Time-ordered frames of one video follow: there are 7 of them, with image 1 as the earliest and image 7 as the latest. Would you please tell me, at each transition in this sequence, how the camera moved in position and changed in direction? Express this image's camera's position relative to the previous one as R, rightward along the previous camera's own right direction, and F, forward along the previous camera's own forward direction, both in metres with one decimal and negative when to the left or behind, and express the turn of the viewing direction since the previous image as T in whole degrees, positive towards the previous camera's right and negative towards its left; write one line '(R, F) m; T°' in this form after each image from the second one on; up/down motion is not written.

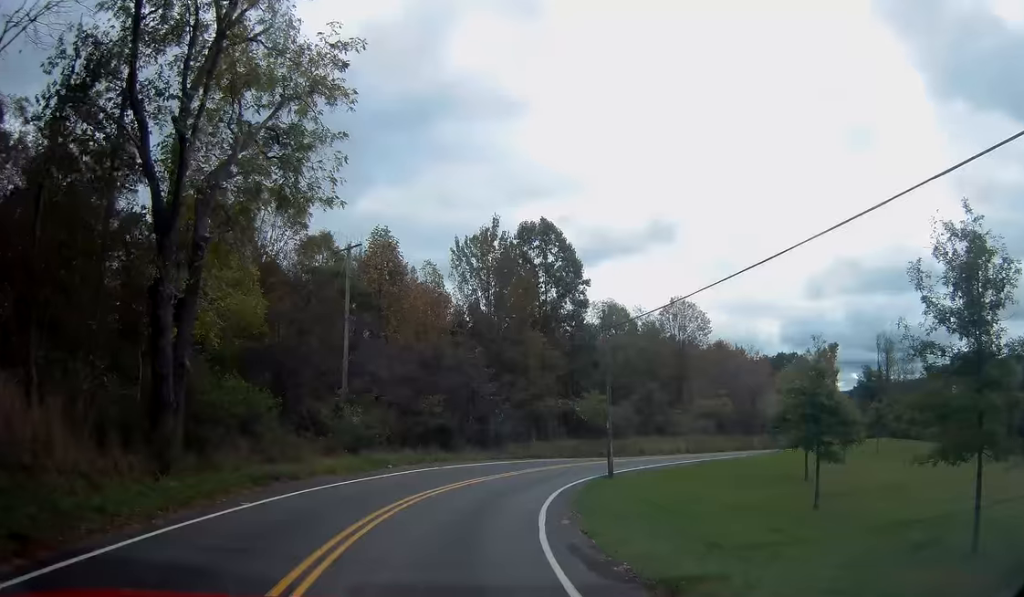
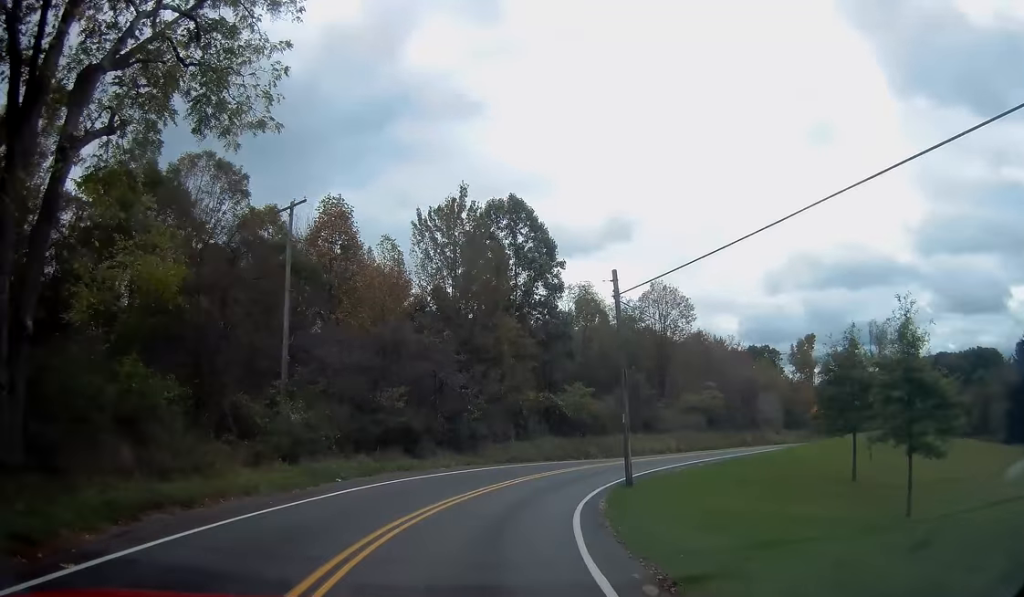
(0.0, +7.7) m; +2°
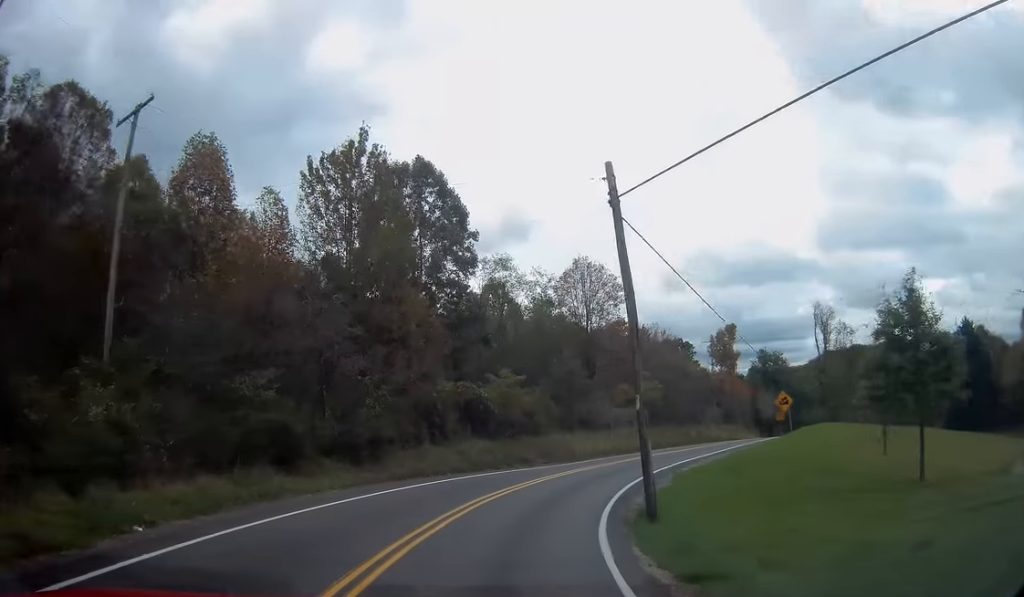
(+0.6, +10.5) m; +9°
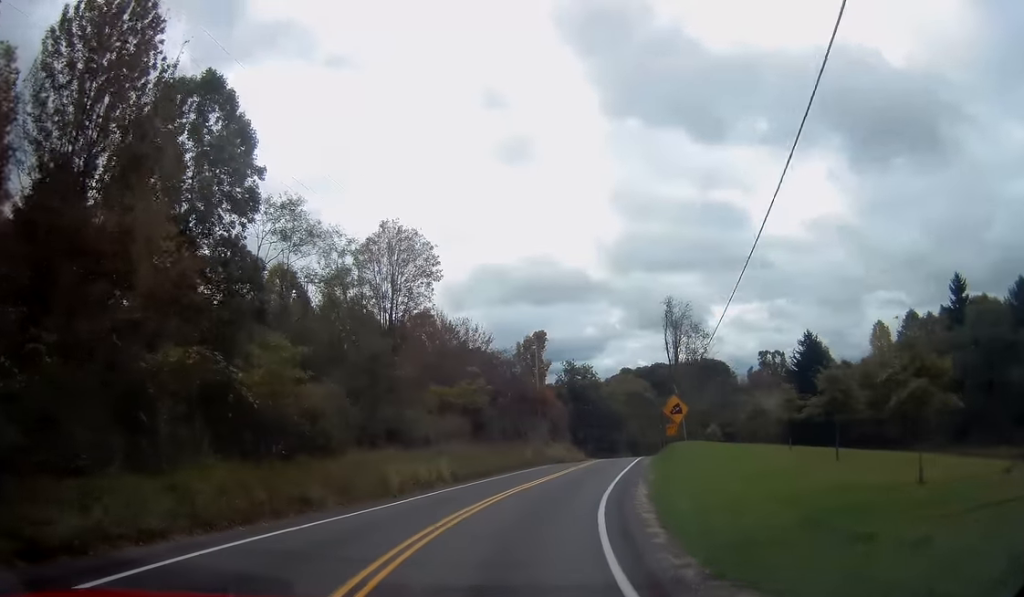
(+2.5, +15.1) m; +22°
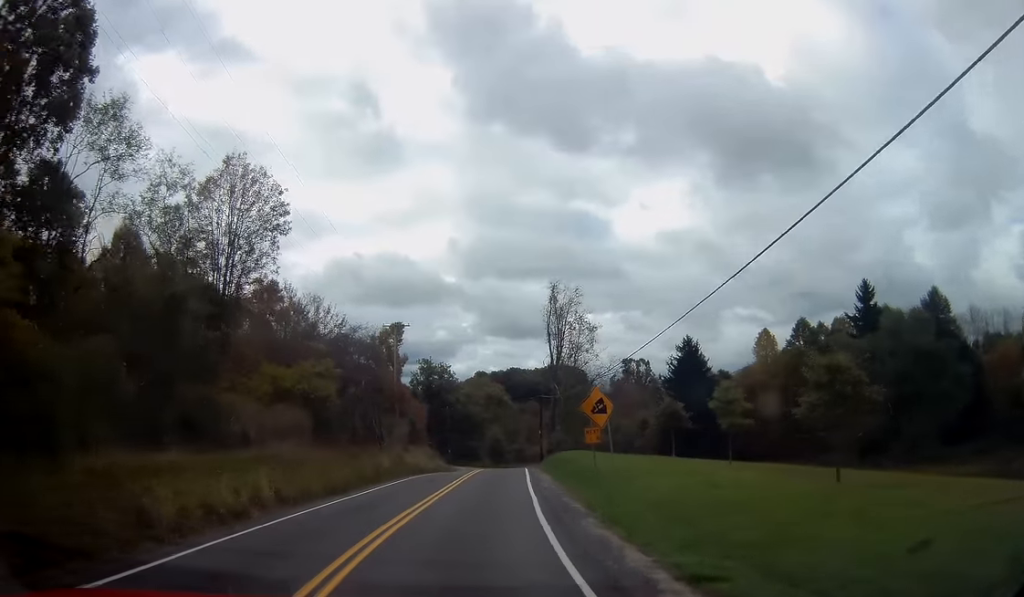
(+1.4, +10.7) m; +11°
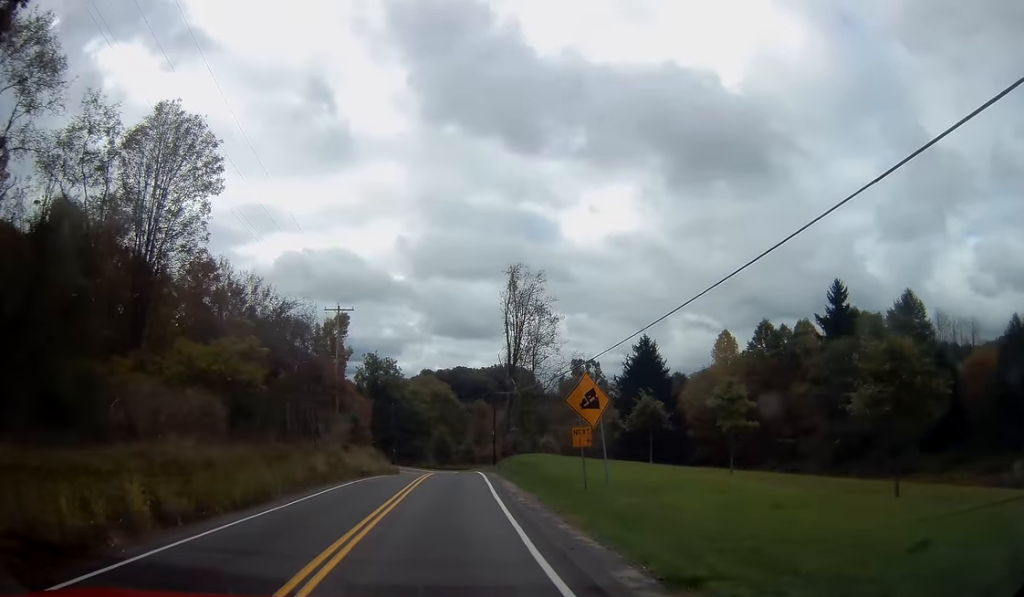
(-0.1, +5.8) m; +4°
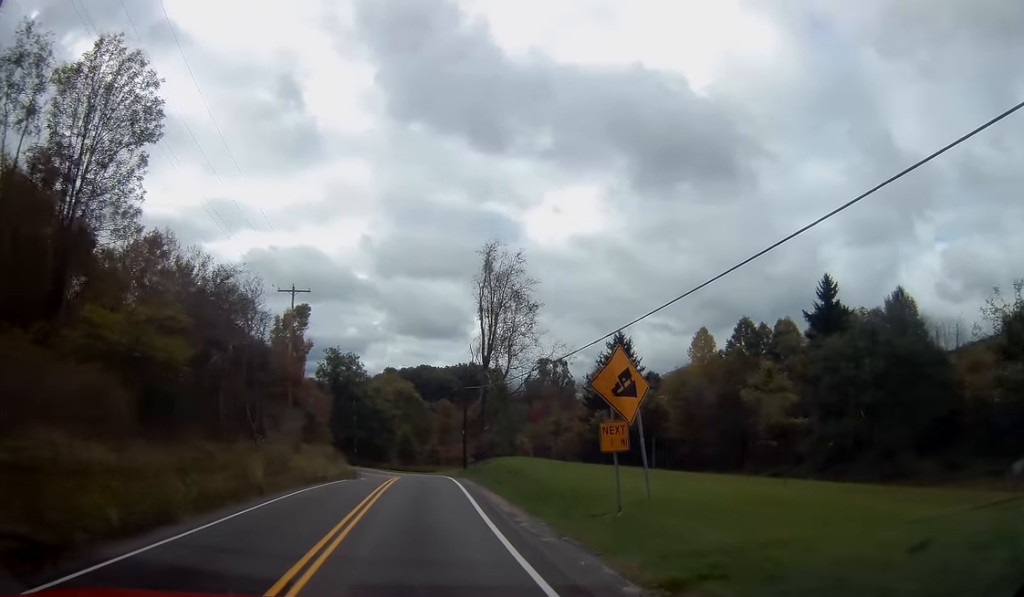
(+0.5, +5.9) m; +4°
